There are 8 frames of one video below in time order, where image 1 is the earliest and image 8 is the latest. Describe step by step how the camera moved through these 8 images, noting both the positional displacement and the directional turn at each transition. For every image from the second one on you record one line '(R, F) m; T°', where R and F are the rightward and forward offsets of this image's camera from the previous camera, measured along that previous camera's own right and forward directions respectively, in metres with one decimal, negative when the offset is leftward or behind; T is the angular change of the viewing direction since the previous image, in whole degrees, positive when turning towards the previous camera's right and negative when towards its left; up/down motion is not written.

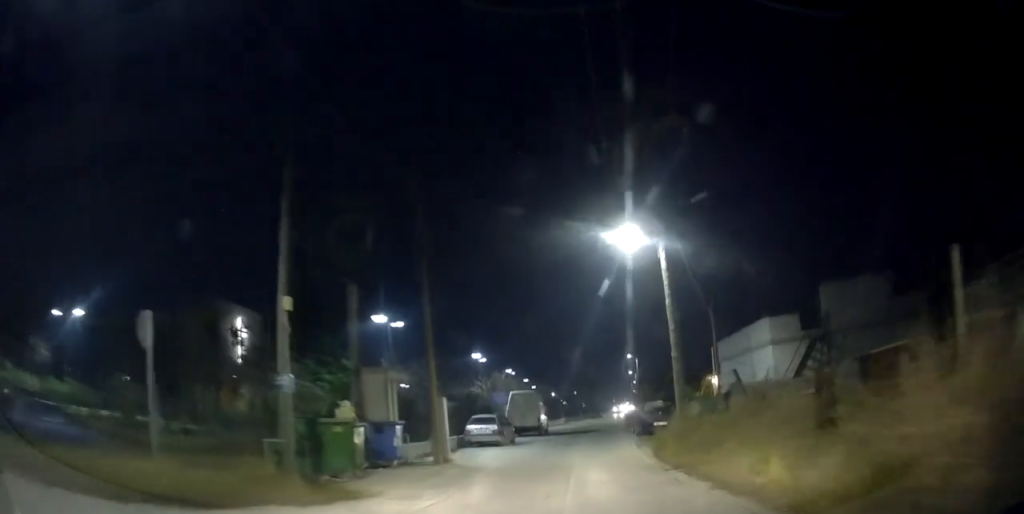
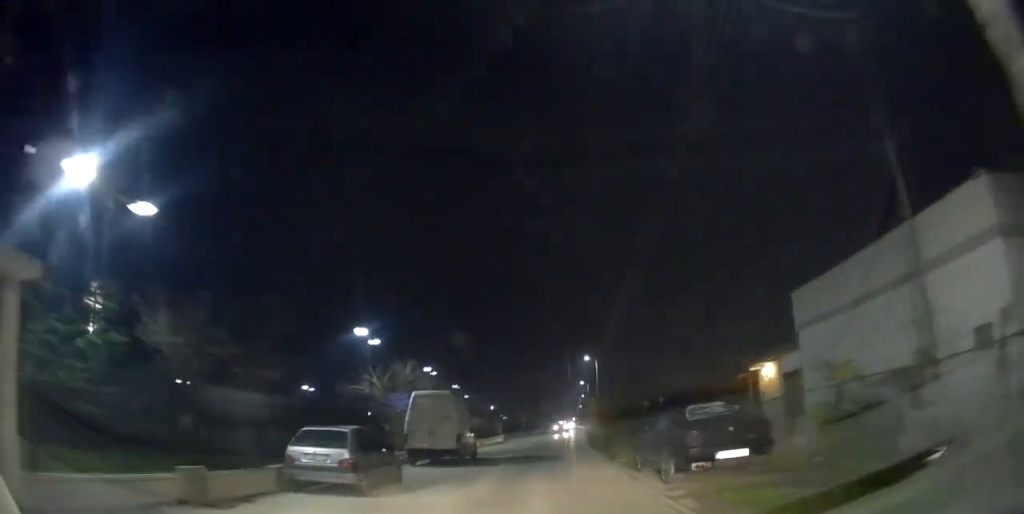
(+0.3, +13.5) m; +2°
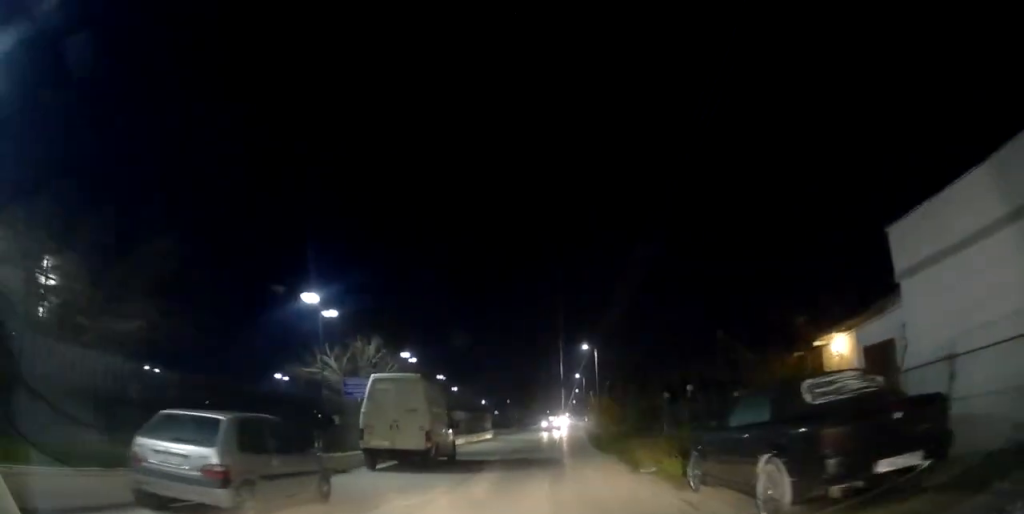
(-0.1, +4.9) m; +1°
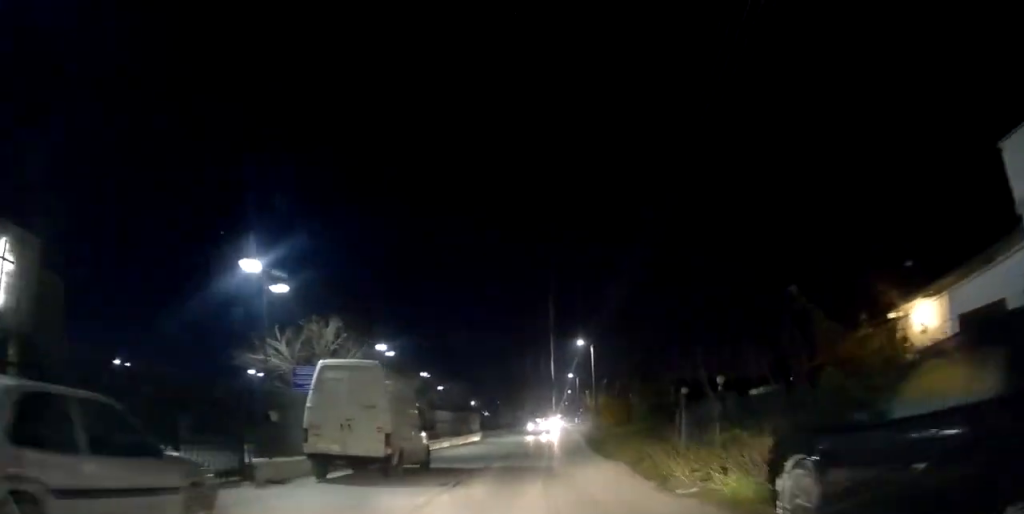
(+0.1, +3.5) m; +1°
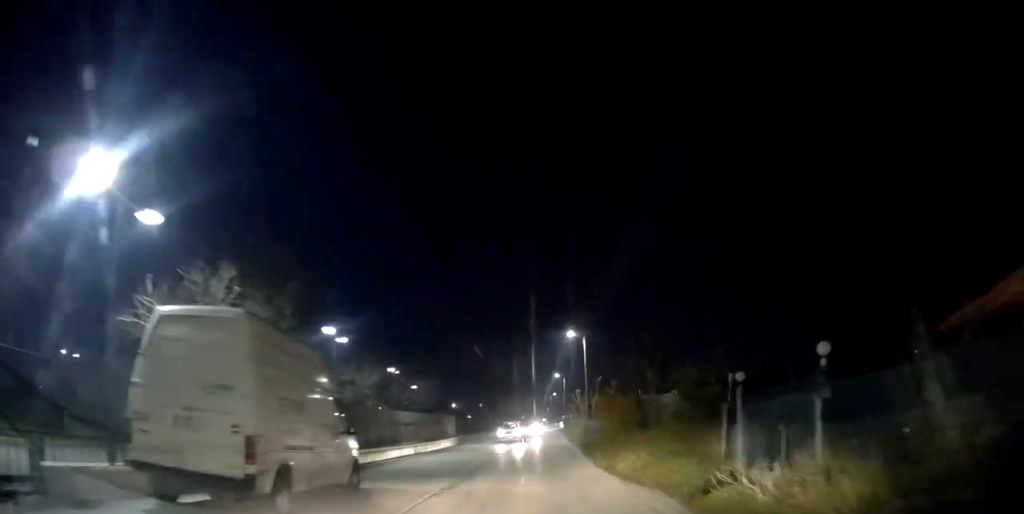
(+0.1, +5.6) m; +2°
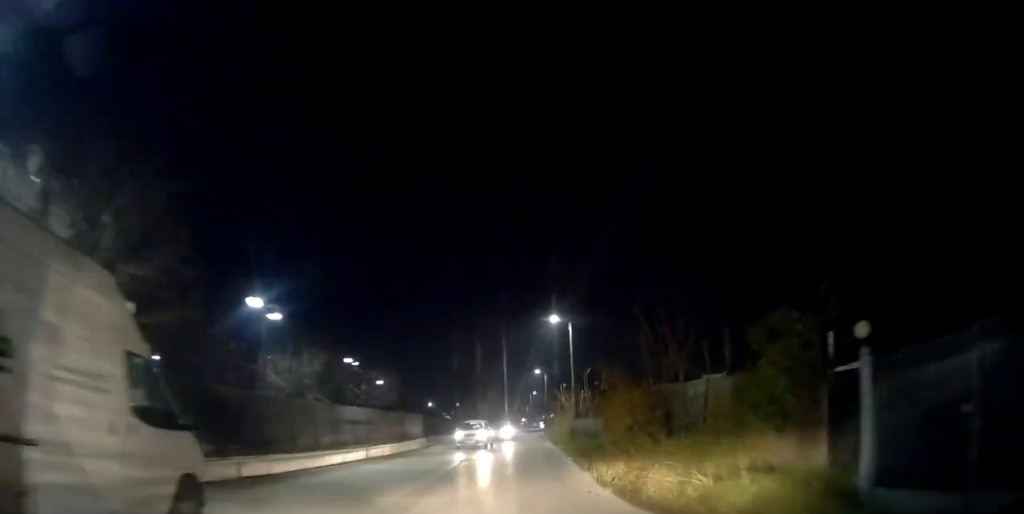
(-0.1, +4.9) m; +2°
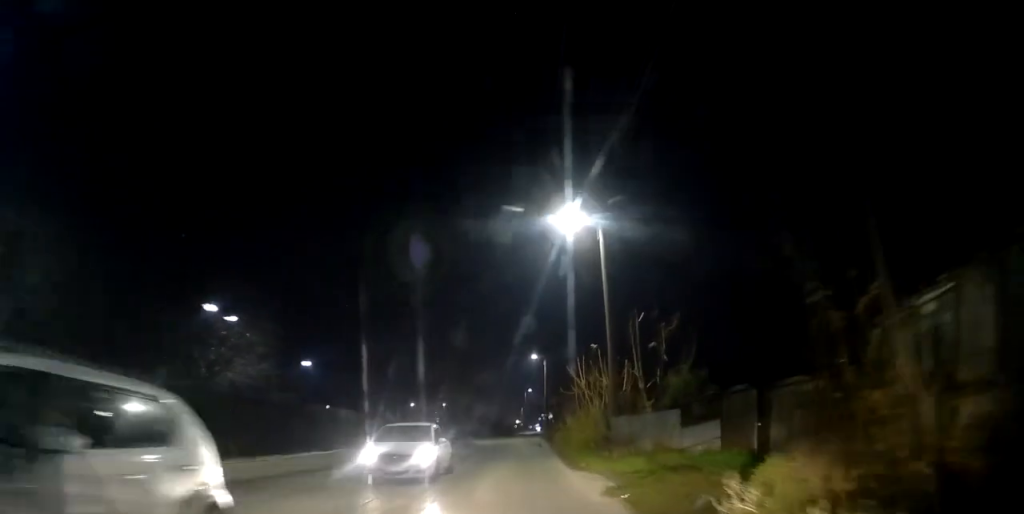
(+0.5, +15.0) m; +1°
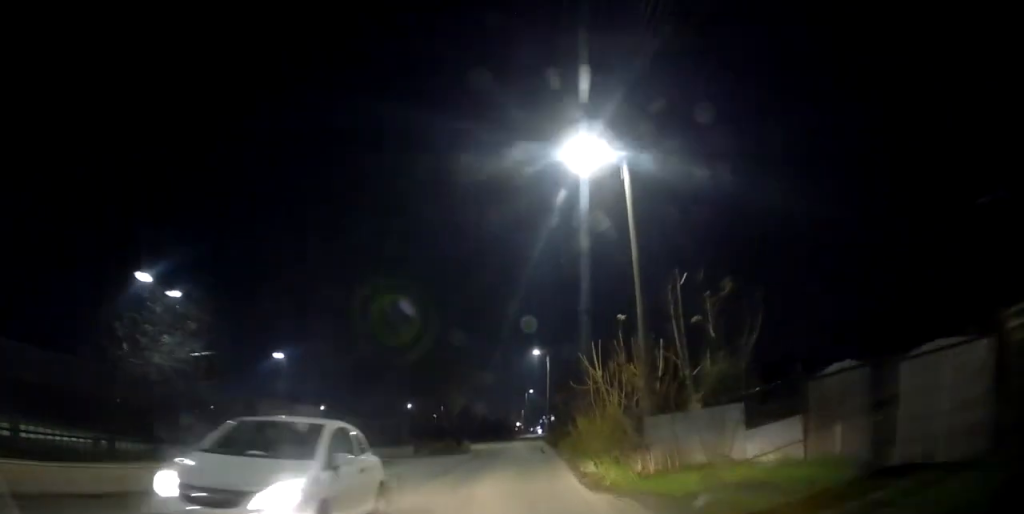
(-0.1, +4.1) m; 0°
